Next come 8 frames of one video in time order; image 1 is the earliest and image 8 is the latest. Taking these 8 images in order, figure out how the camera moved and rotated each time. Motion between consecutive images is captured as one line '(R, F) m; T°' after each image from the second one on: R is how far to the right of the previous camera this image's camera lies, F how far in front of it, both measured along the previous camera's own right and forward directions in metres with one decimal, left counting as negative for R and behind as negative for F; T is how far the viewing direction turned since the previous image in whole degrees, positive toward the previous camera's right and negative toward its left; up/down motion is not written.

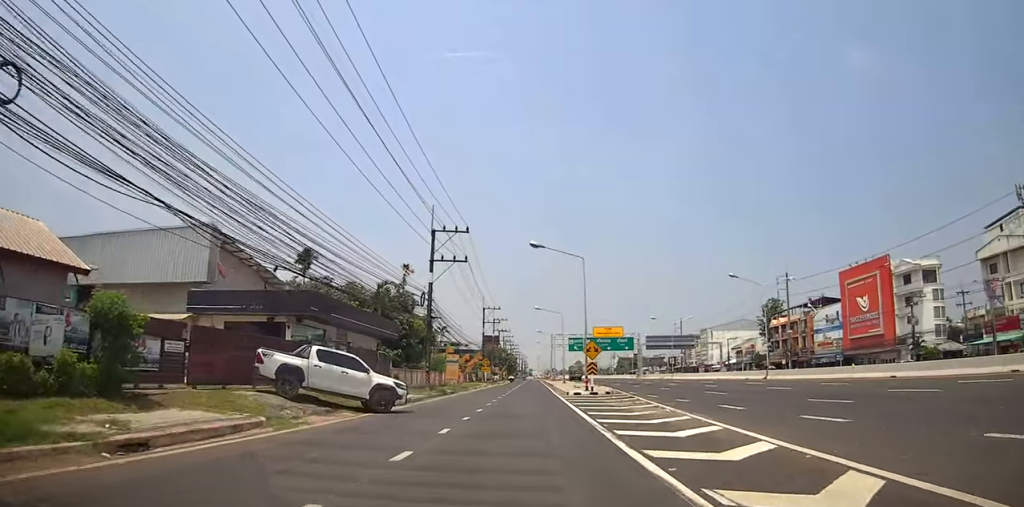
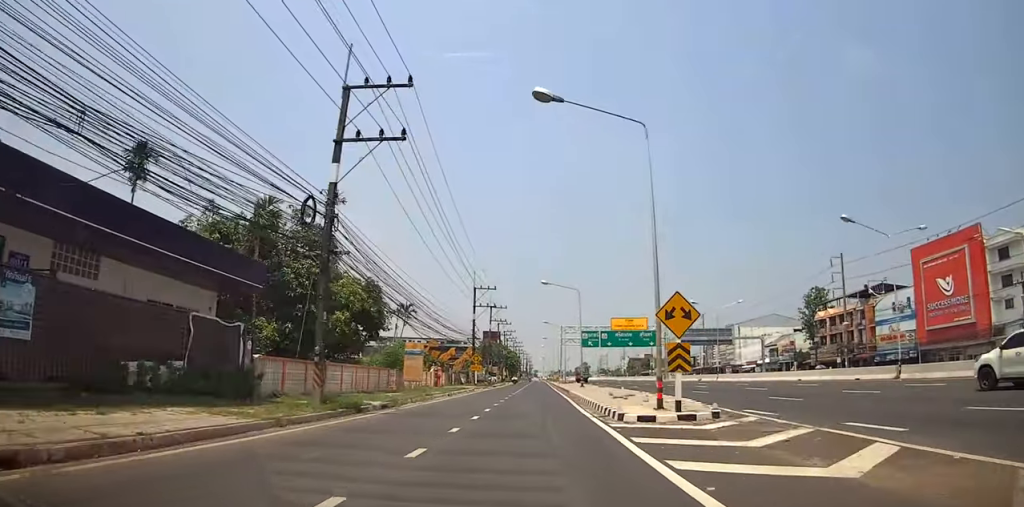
(0.0, +20.2) m; 0°
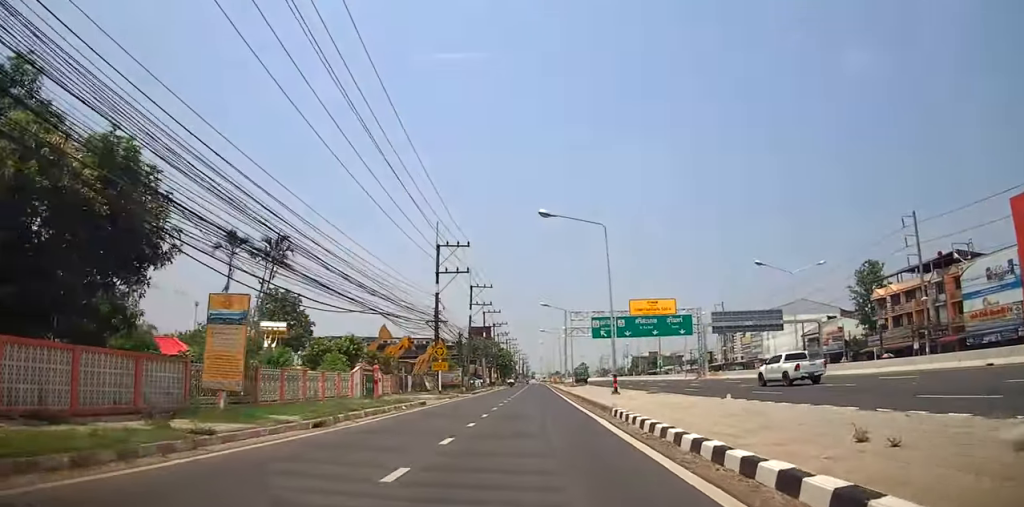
(-0.8, +21.8) m; -3°
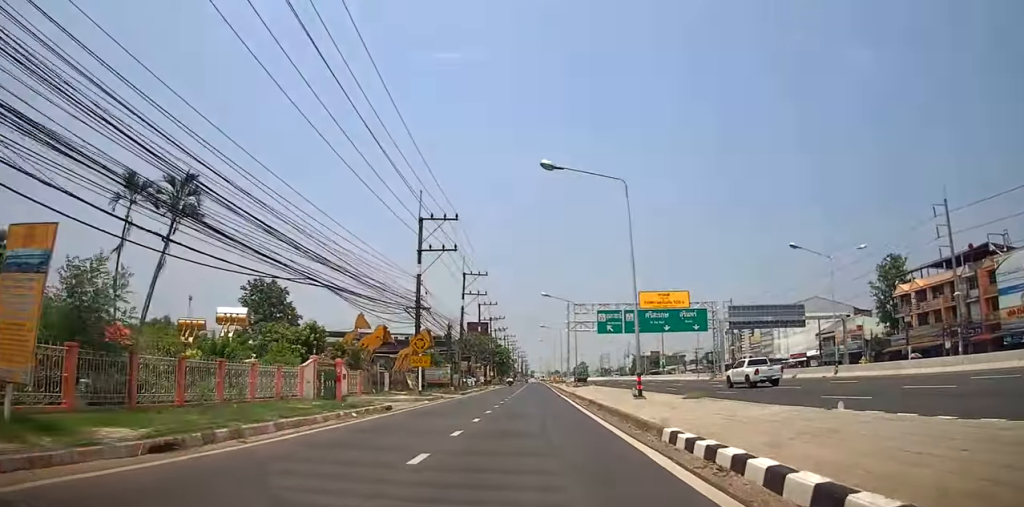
(-0.4, +6.6) m; 0°
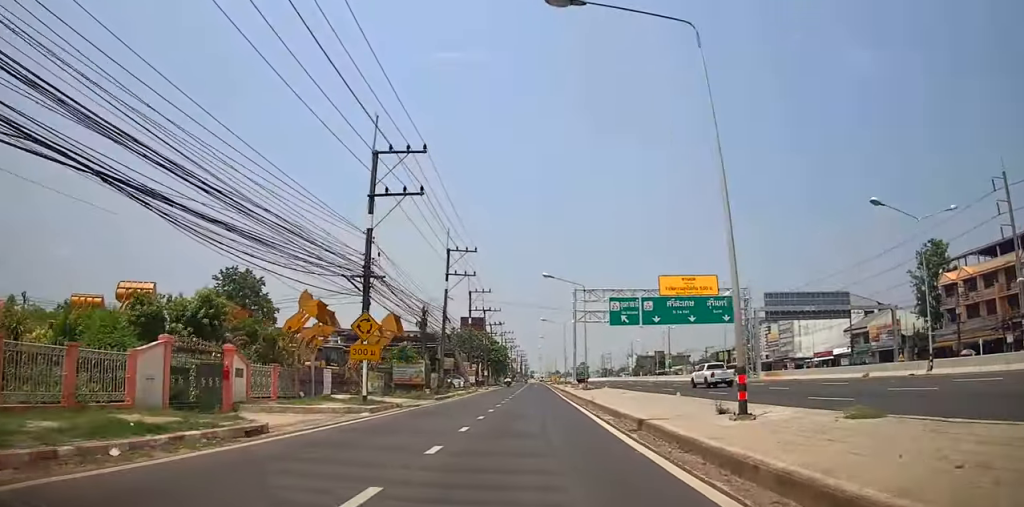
(+0.5, +10.7) m; +2°
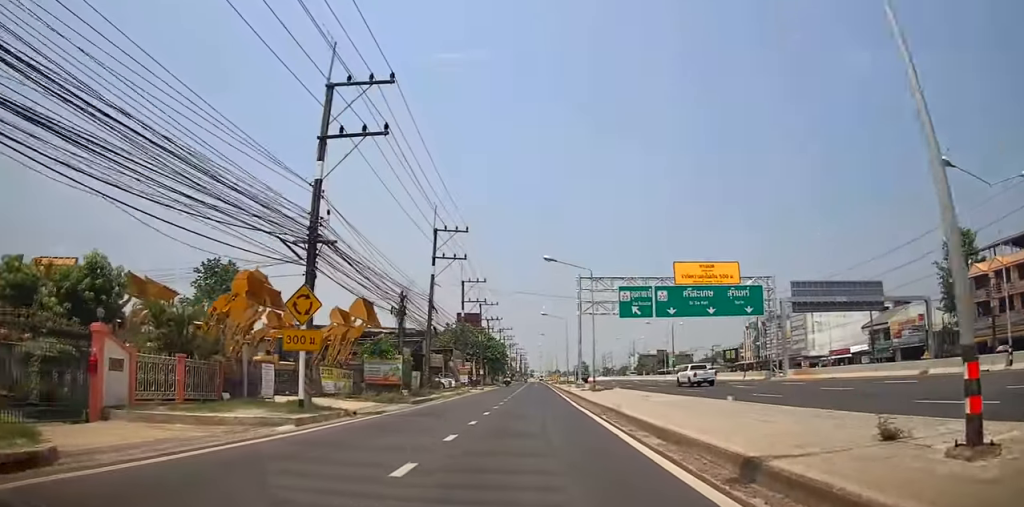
(+0.1, +6.1) m; +1°
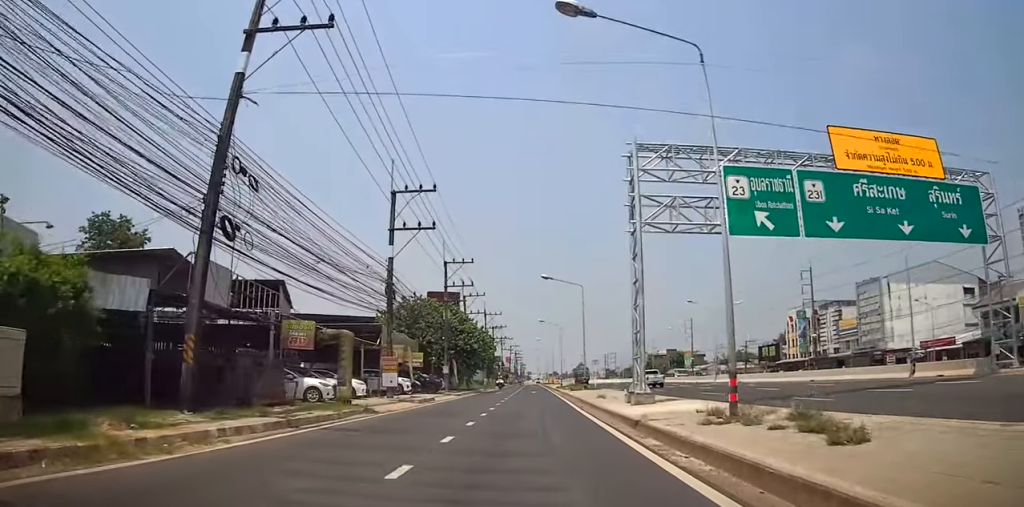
(-0.1, +28.3) m; 0°
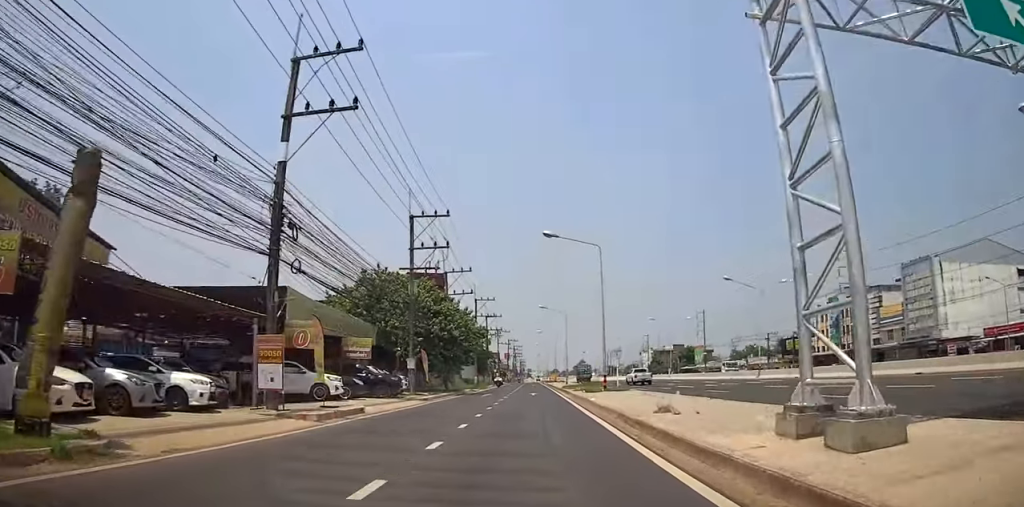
(0.0, +13.6) m; 0°
